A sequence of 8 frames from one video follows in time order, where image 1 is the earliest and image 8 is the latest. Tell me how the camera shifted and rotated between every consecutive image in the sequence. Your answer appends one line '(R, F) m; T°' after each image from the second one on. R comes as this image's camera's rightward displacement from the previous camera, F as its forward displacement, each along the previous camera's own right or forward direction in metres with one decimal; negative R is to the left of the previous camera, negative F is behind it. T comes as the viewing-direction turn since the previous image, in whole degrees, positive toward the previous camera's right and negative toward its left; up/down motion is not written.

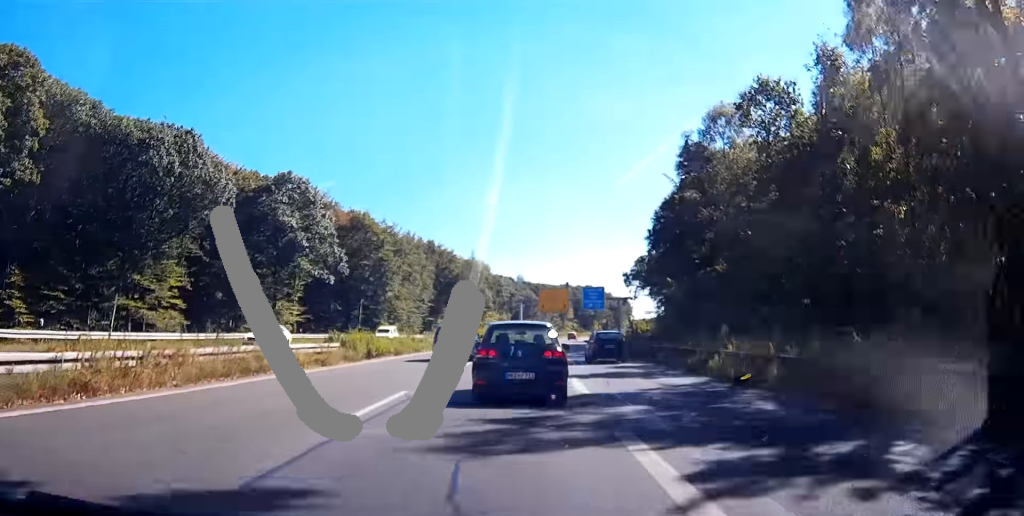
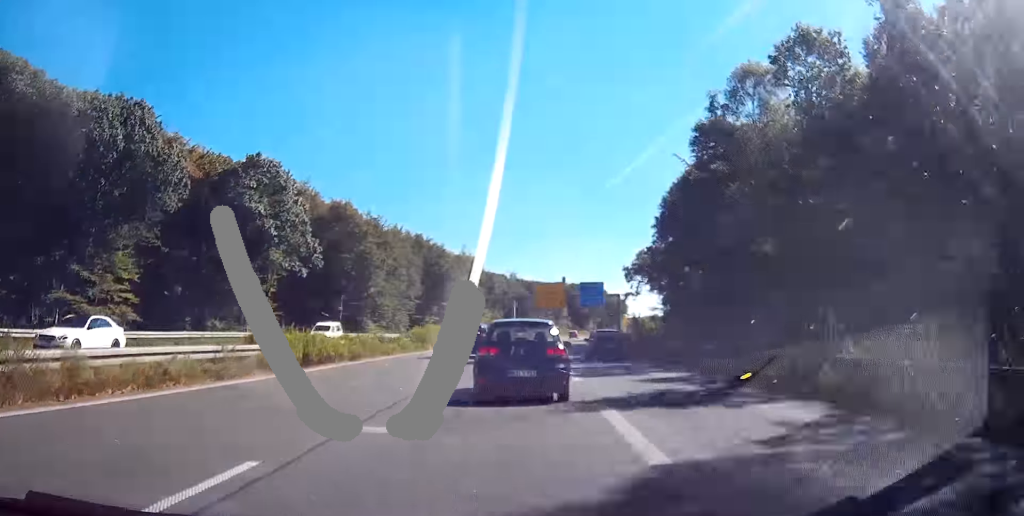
(0.0, +9.0) m; 0°
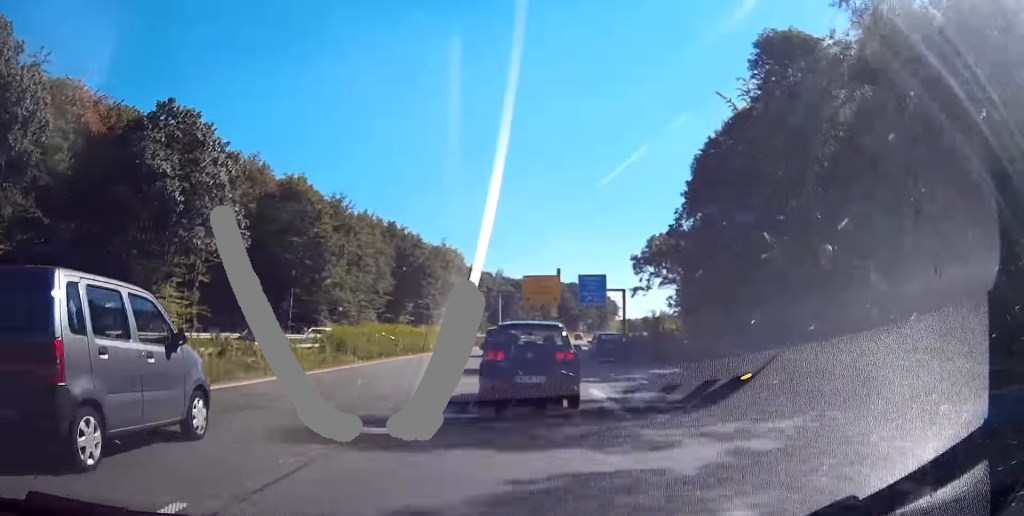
(+0.2, +19.6) m; +2°
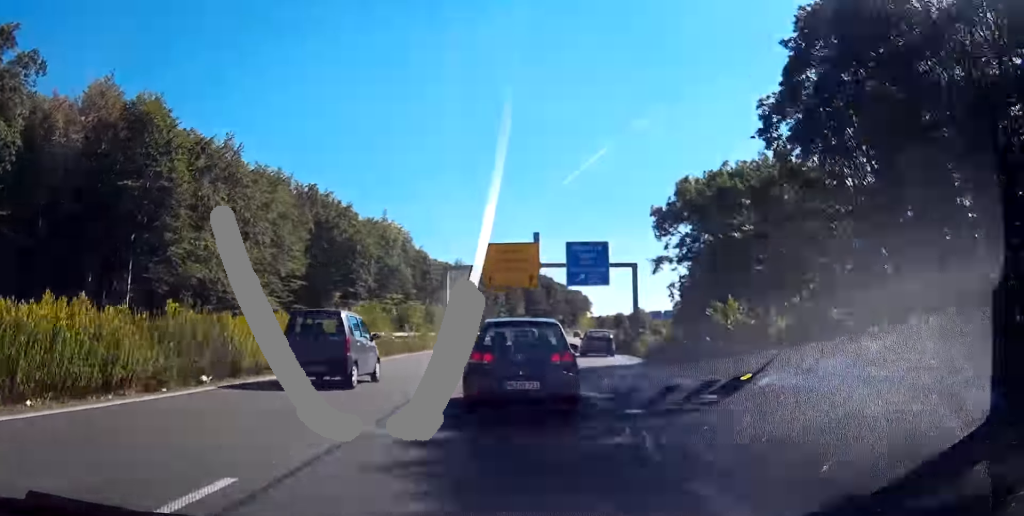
(+0.9, +33.2) m; +2°
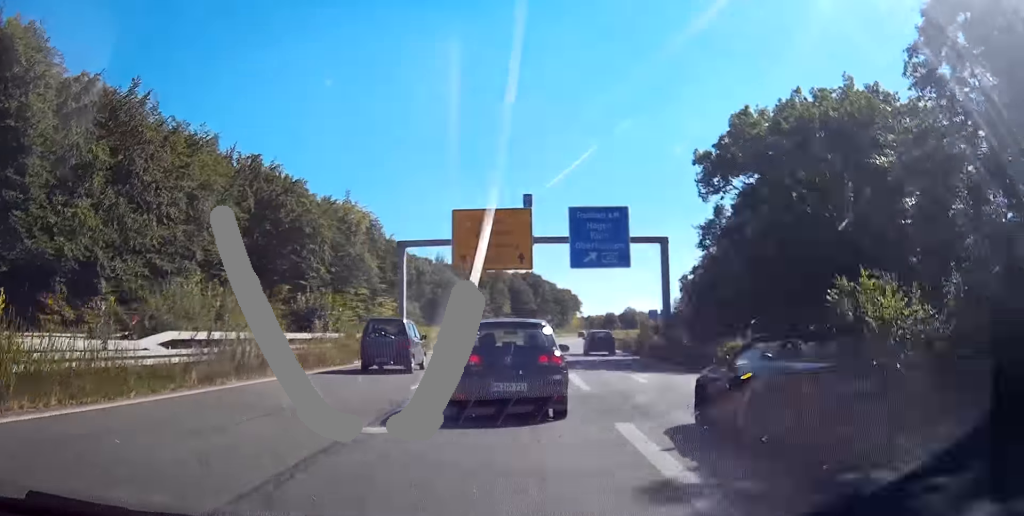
(-0.1, +18.4) m; +1°
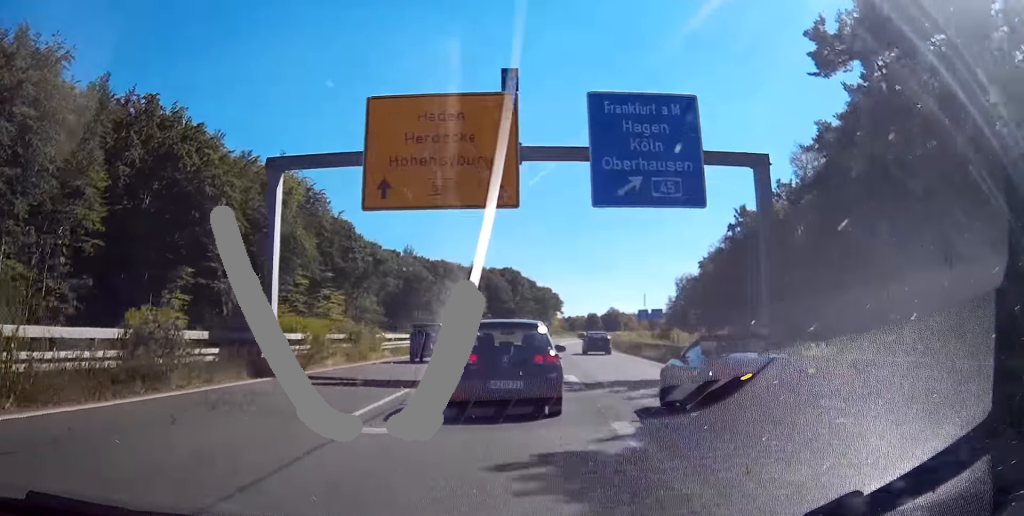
(+0.7, +22.4) m; +4°
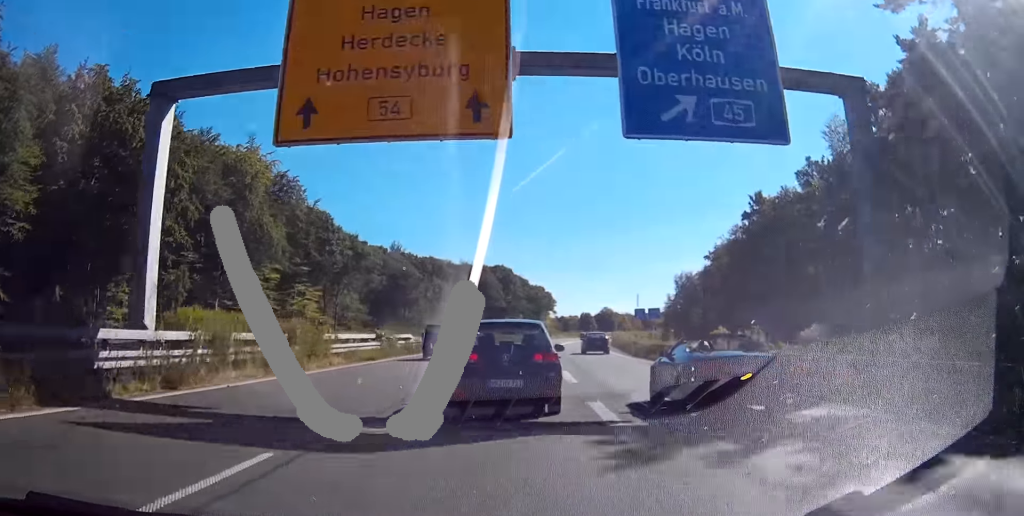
(+0.1, +8.4) m; 0°
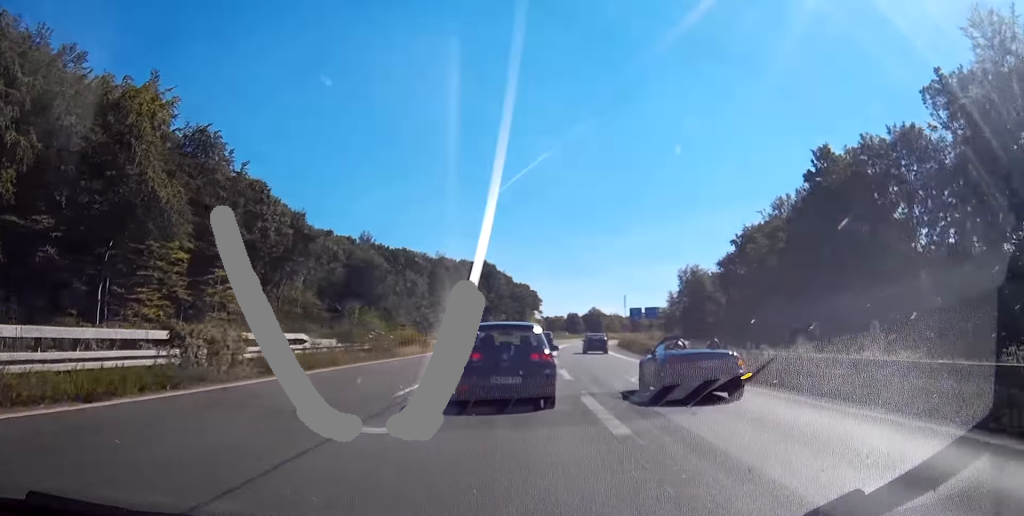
(-0.1, +21.7) m; -1°
